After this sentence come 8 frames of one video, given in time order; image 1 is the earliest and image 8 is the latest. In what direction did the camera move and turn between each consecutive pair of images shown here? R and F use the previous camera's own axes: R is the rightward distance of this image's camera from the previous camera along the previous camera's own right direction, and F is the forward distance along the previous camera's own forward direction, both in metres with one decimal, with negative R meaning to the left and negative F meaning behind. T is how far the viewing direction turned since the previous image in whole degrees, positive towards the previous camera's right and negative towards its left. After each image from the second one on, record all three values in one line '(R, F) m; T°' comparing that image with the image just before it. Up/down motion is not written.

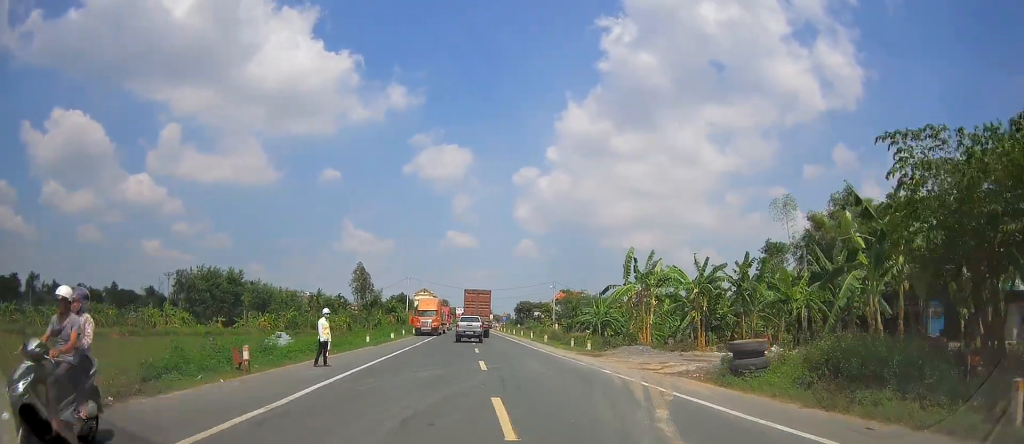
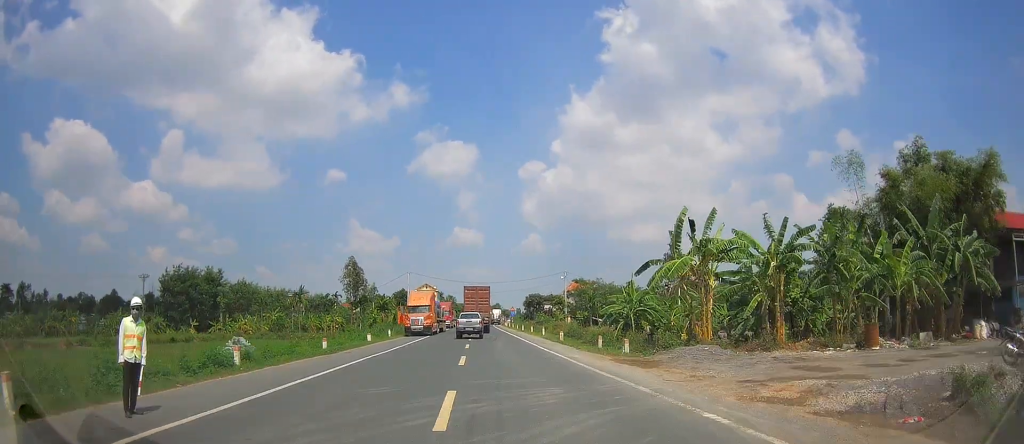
(+0.3, +9.1) m; +1°
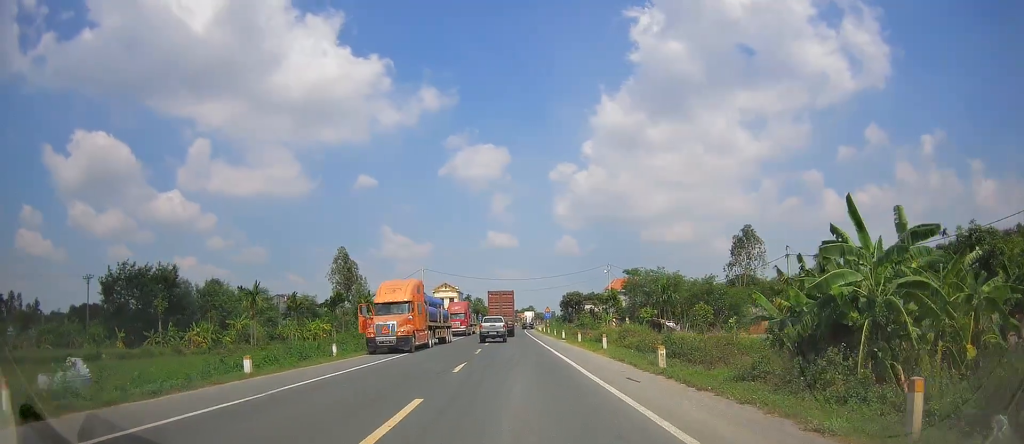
(-0.6, +20.1) m; -3°
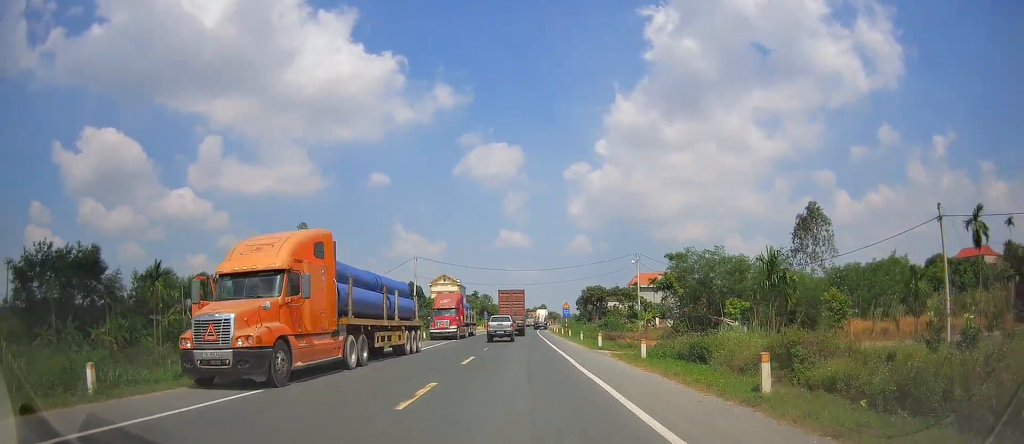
(0.0, +16.9) m; -1°
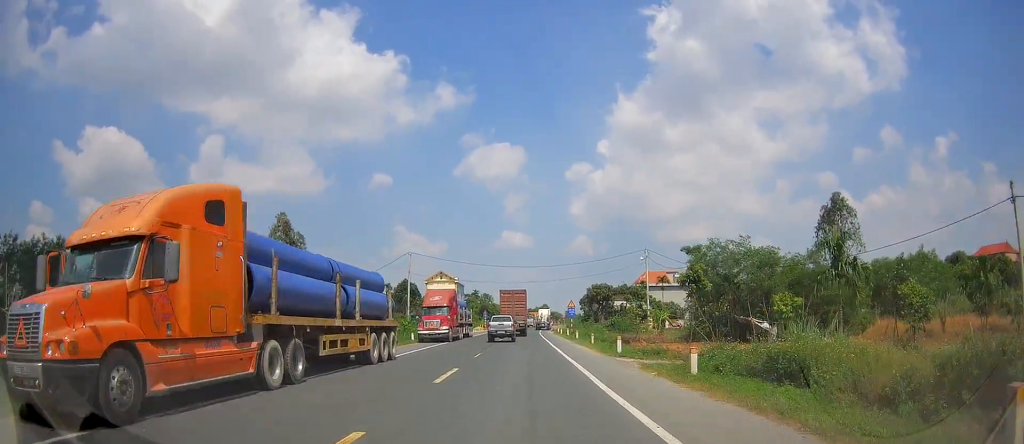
(0.0, +5.7) m; -1°
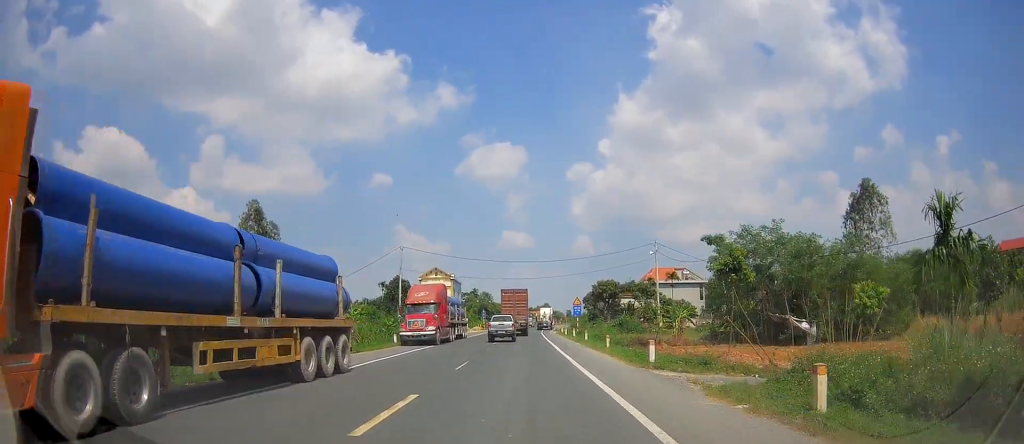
(-0.2, +6.1) m; 0°
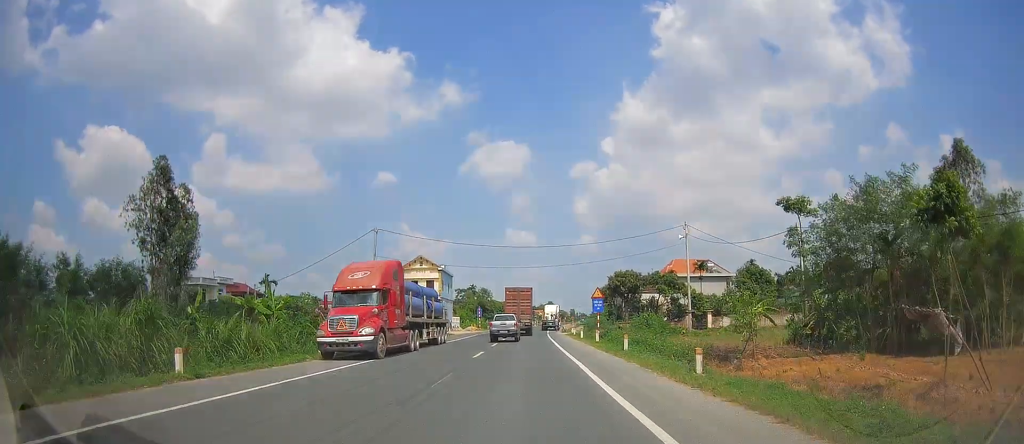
(+0.2, +14.4) m; 0°
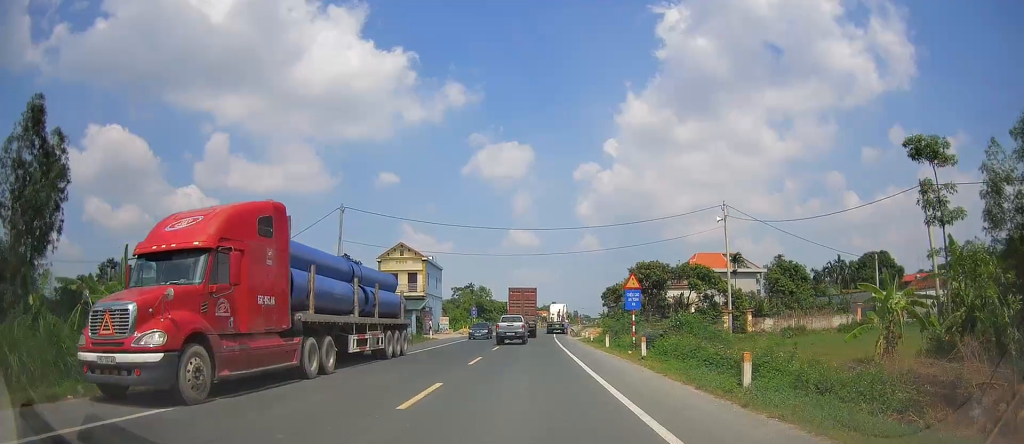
(-0.2, +12.7) m; -1°
